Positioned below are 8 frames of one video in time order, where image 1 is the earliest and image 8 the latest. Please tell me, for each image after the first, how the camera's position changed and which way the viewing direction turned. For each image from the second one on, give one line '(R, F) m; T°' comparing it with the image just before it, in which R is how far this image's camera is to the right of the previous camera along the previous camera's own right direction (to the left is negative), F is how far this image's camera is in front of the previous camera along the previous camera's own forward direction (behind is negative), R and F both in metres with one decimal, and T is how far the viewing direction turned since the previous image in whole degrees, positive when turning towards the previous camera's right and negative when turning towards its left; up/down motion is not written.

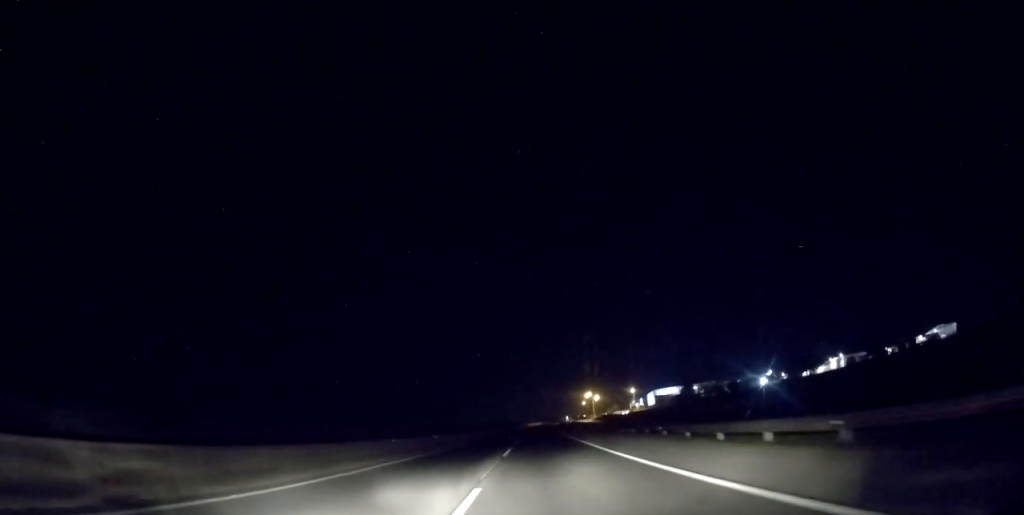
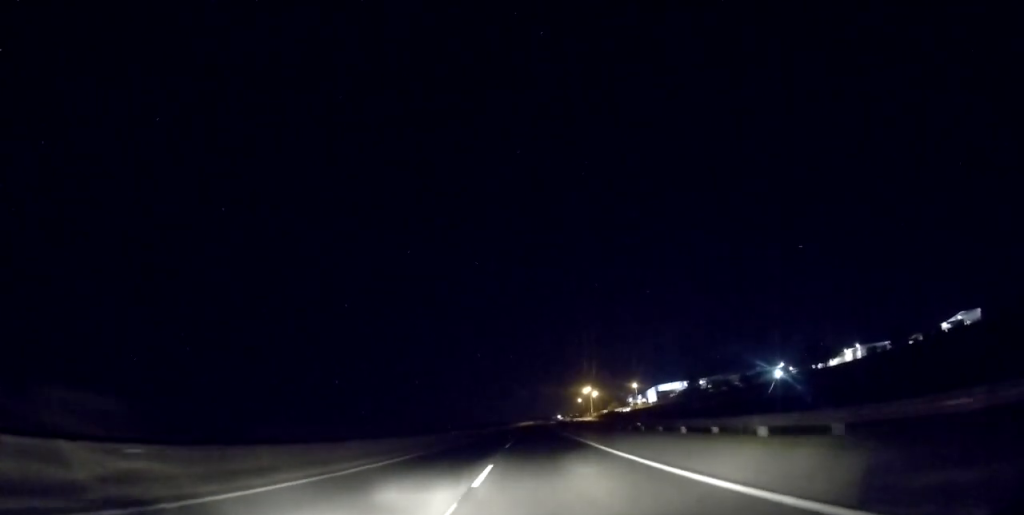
(-0.2, +27.7) m; +1°
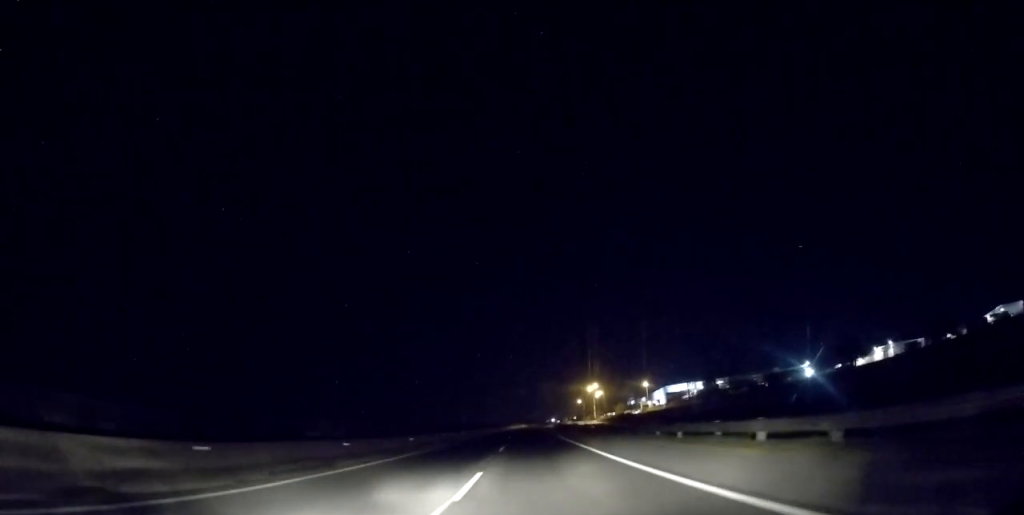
(+0.7, +36.2) m; +1°
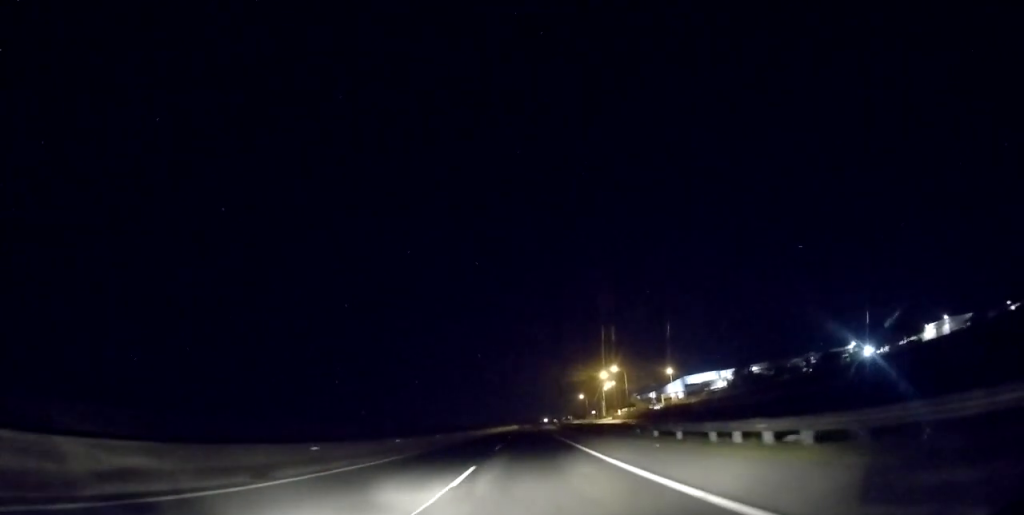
(0.0, +49.5) m; 0°
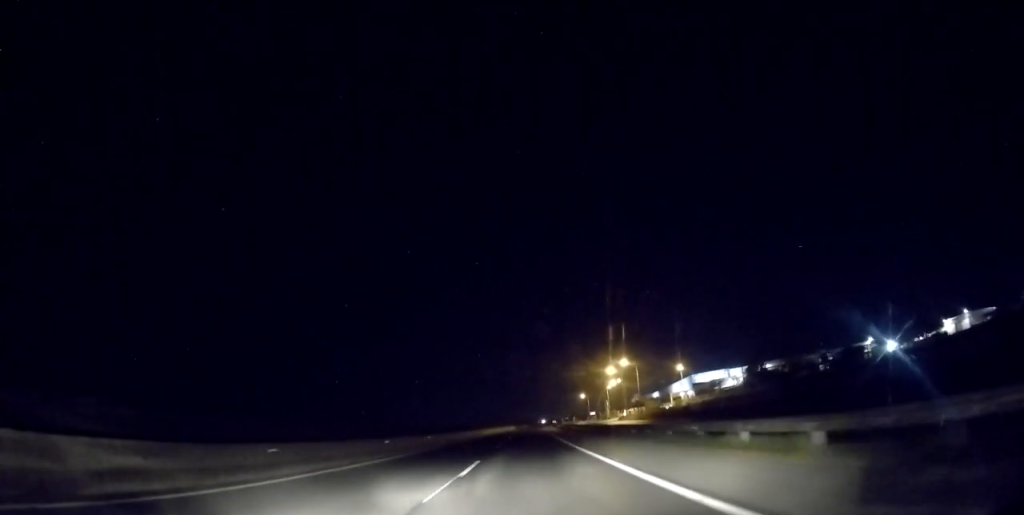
(0.0, +15.3) m; 0°
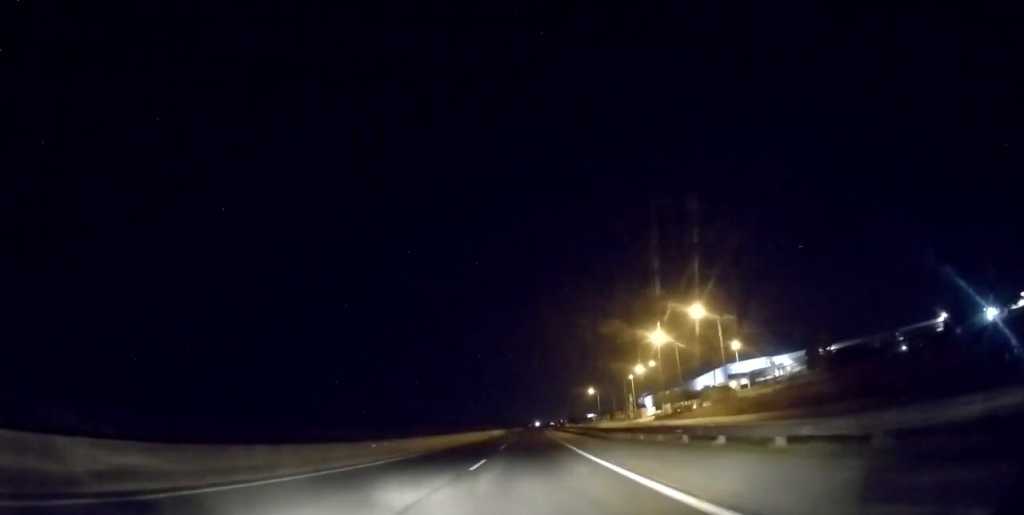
(+0.2, +48.7) m; +1°
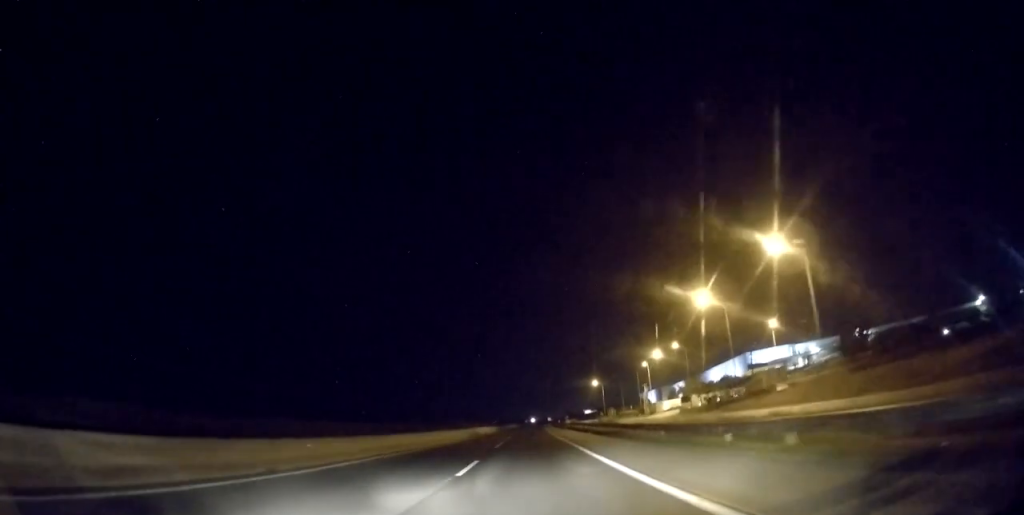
(0.0, +20.5) m; +1°
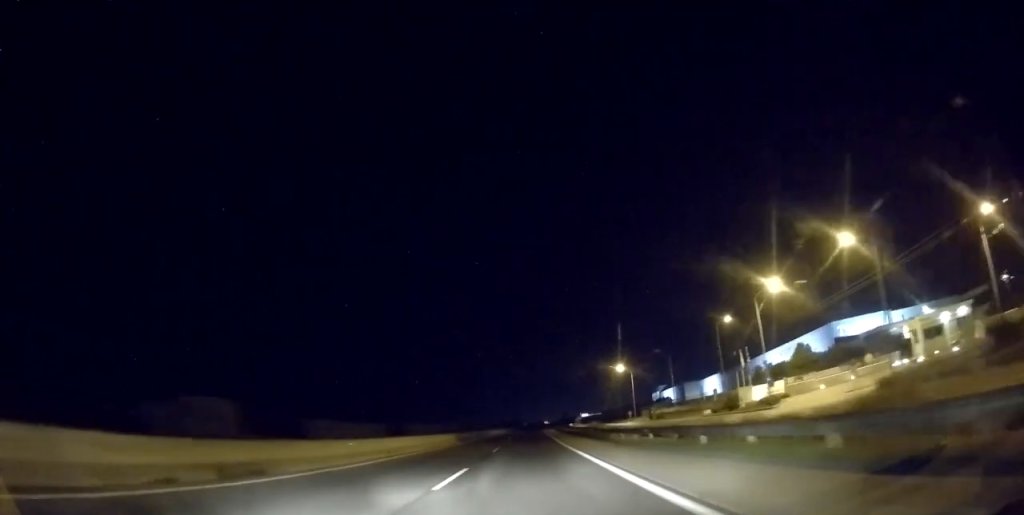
(+0.2, +54.3) m; 0°
